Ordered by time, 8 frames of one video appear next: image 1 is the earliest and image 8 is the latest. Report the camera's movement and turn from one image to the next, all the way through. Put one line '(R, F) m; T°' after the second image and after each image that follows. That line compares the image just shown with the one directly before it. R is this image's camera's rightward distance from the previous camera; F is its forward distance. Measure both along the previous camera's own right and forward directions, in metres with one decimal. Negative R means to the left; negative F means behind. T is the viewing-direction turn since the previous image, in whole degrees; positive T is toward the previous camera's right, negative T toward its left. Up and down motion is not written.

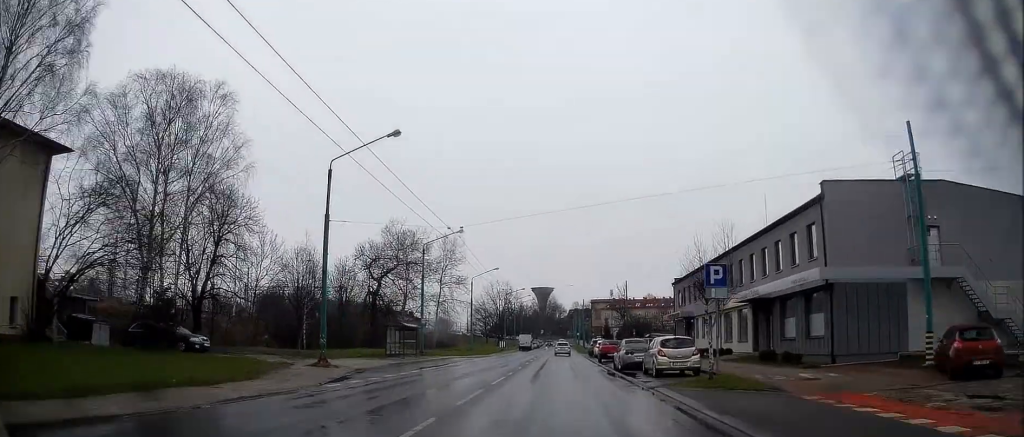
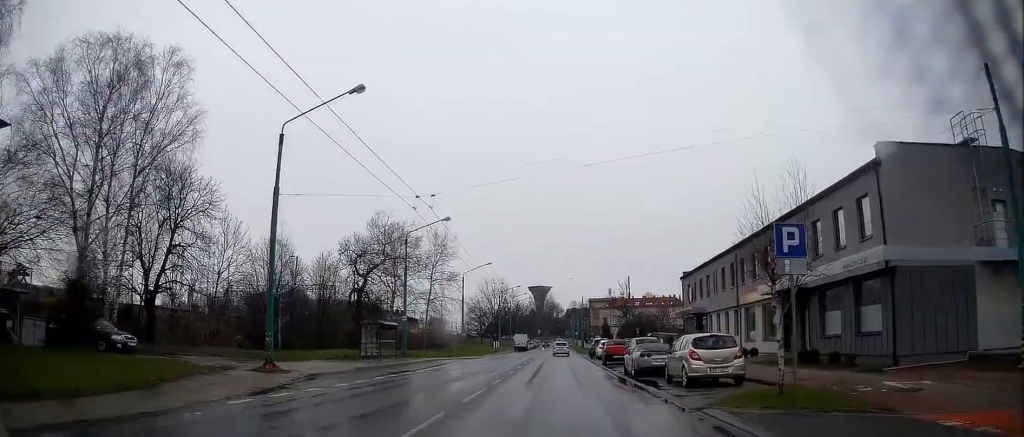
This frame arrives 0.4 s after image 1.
(0.0, +5.5) m; 0°
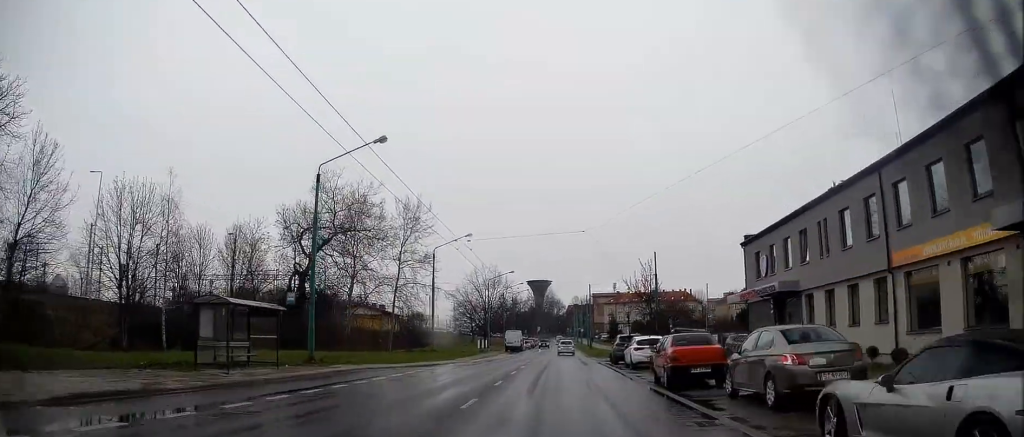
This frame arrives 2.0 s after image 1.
(0.0, +19.7) m; +1°
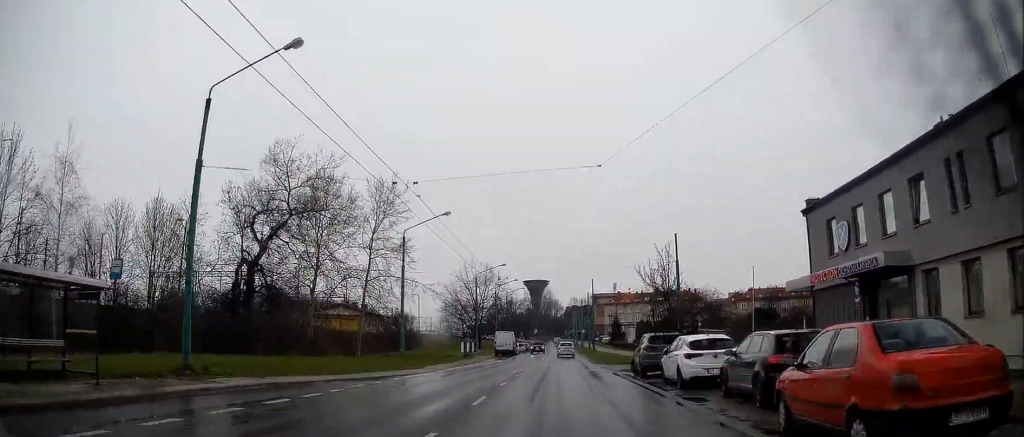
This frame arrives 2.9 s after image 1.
(+0.1, +11.1) m; 0°
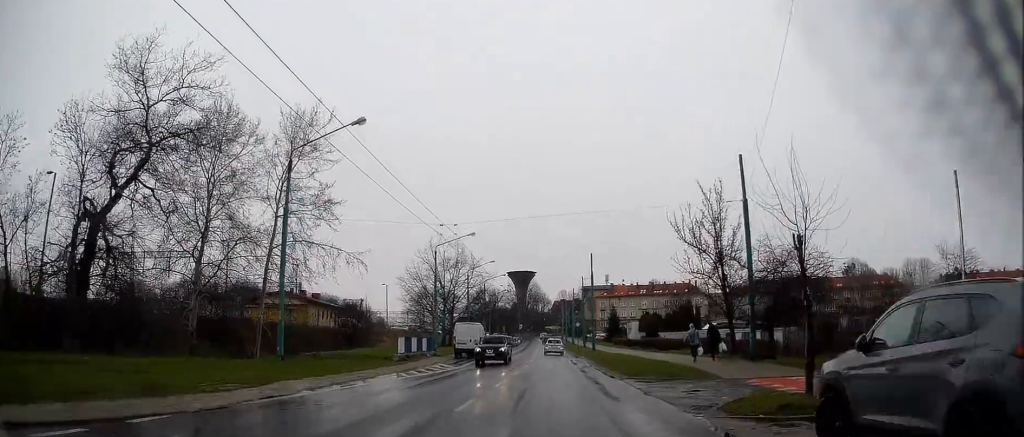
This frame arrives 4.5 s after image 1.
(0.0, +20.2) m; 0°
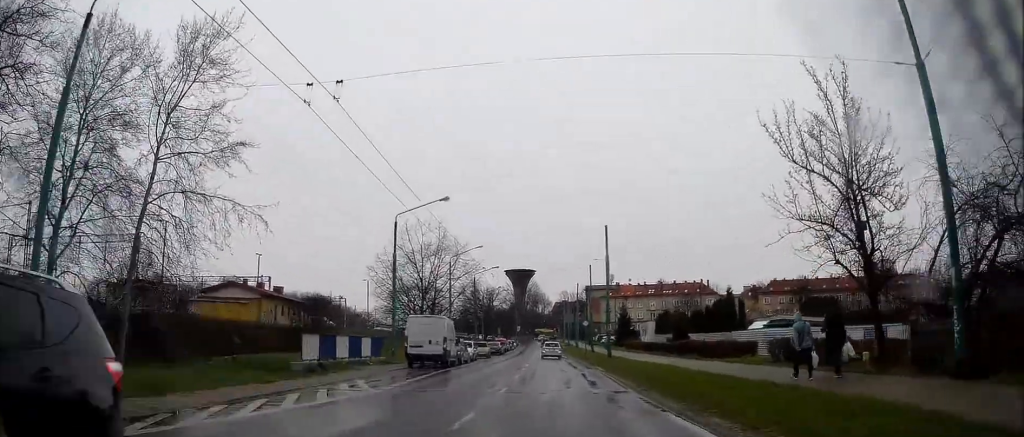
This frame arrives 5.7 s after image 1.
(+0.1, +15.0) m; 0°
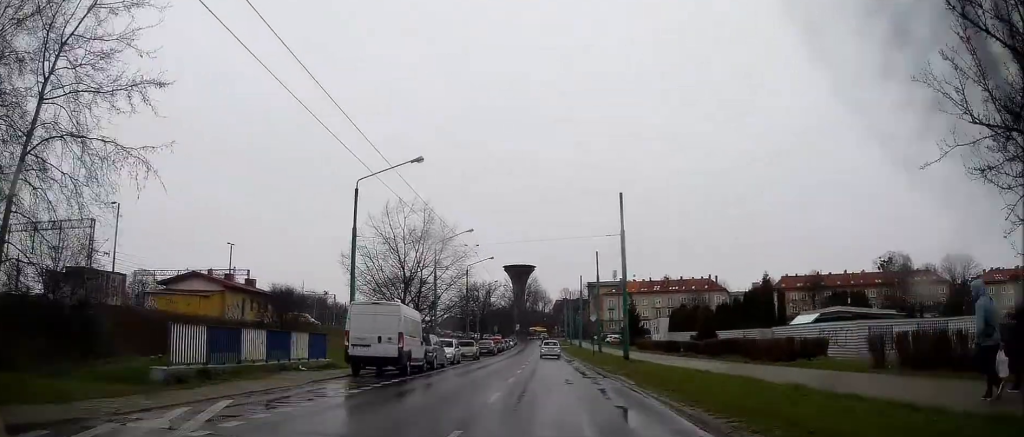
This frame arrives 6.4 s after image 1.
(-0.1, +8.9) m; 0°
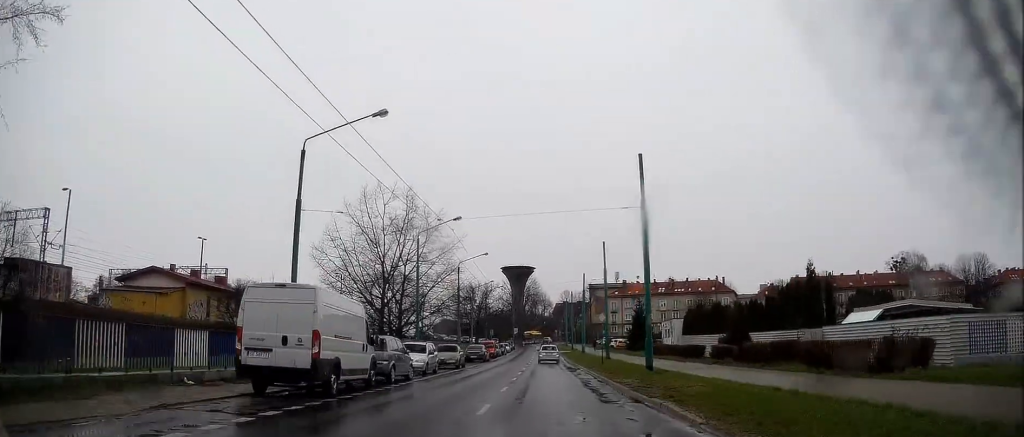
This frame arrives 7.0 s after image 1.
(-0.1, +7.7) m; 0°
